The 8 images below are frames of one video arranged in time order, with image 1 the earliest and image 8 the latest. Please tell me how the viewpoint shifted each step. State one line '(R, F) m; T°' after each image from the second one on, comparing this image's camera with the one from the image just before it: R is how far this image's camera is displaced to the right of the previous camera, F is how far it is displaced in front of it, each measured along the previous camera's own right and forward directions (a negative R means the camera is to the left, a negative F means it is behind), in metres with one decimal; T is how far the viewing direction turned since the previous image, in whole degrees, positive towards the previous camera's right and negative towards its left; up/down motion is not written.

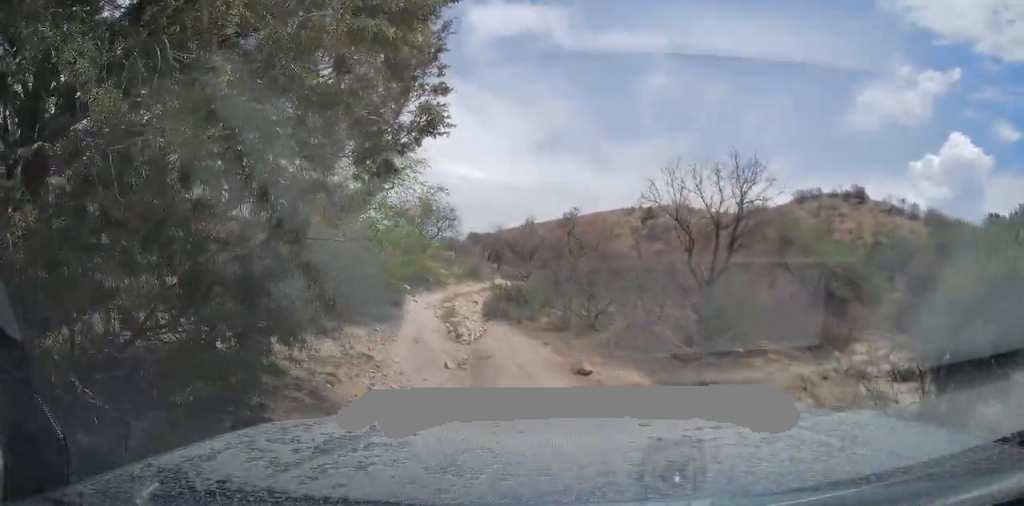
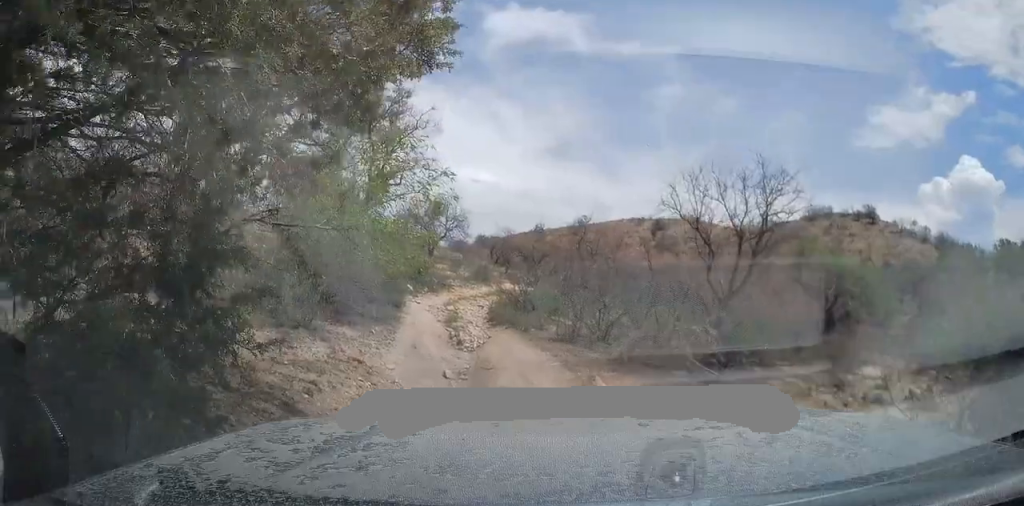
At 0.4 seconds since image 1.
(0.0, +1.0) m; -1°
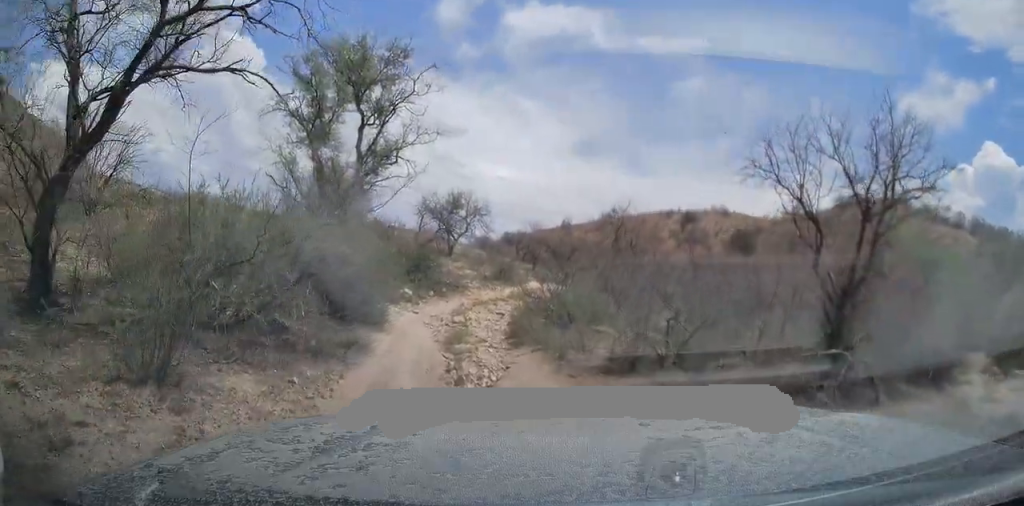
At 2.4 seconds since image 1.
(0.0, +4.7) m; +1°
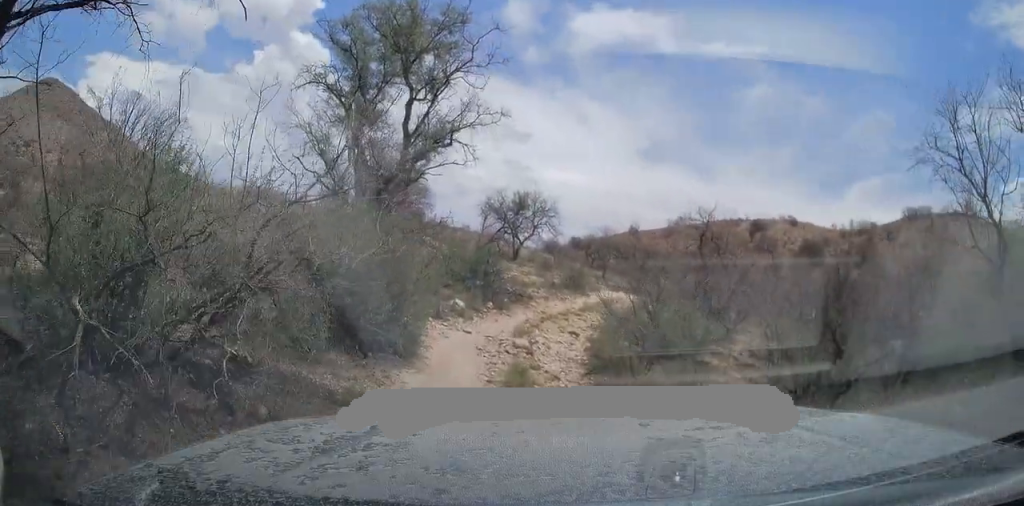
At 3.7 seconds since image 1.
(-0.3, +3.1) m; -8°
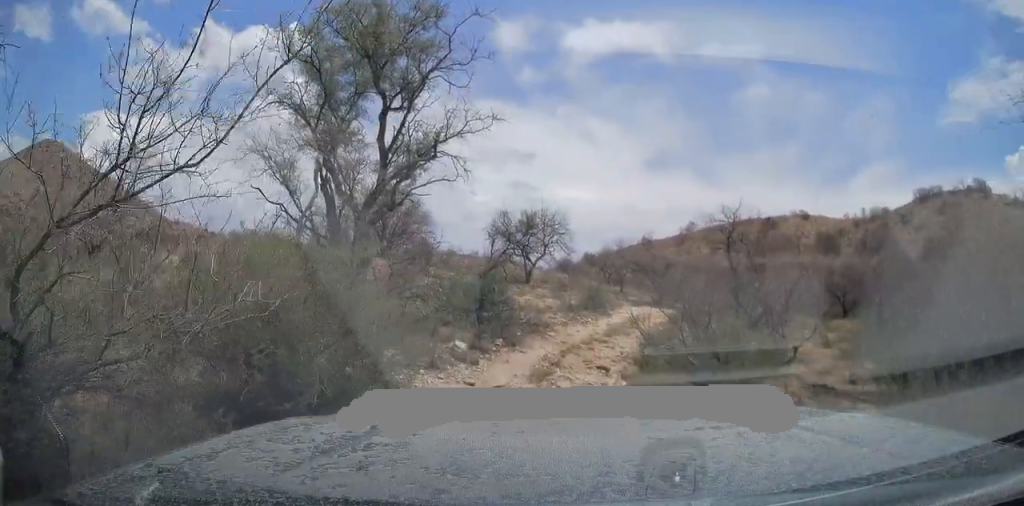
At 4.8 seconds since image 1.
(0.0, +2.6) m; 0°
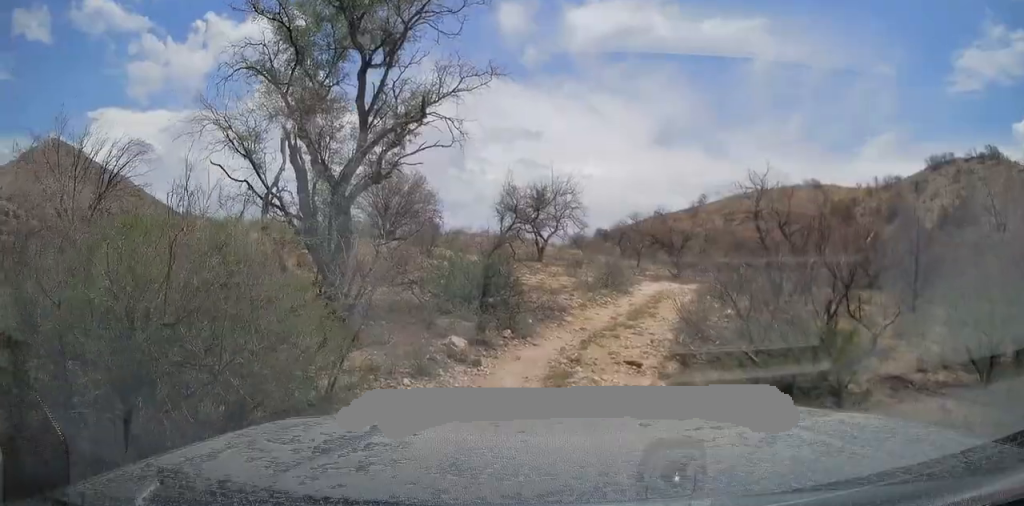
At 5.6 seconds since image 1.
(+0.1, +2.2) m; 0°
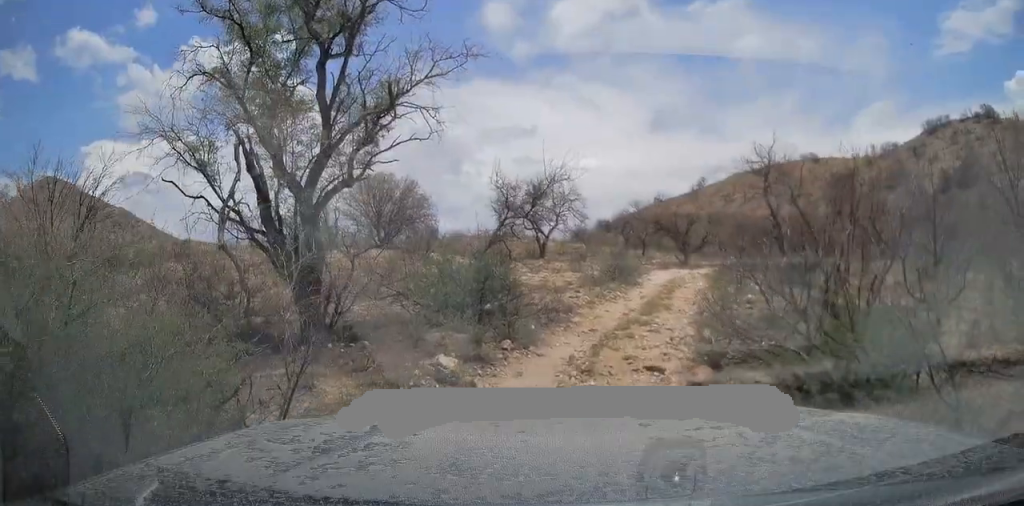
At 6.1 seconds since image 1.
(-0.3, +1.4) m; 0°
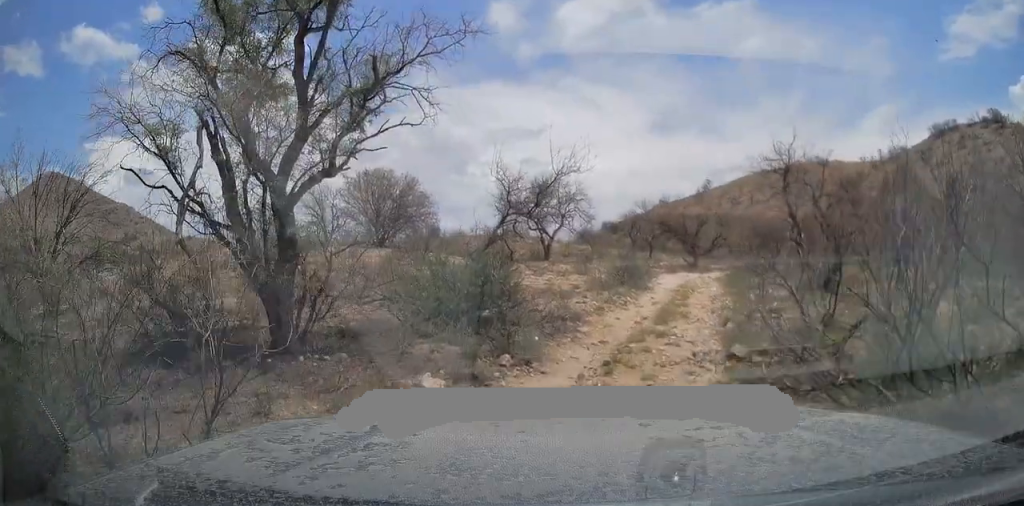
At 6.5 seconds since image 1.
(0.0, +1.3) m; +4°
